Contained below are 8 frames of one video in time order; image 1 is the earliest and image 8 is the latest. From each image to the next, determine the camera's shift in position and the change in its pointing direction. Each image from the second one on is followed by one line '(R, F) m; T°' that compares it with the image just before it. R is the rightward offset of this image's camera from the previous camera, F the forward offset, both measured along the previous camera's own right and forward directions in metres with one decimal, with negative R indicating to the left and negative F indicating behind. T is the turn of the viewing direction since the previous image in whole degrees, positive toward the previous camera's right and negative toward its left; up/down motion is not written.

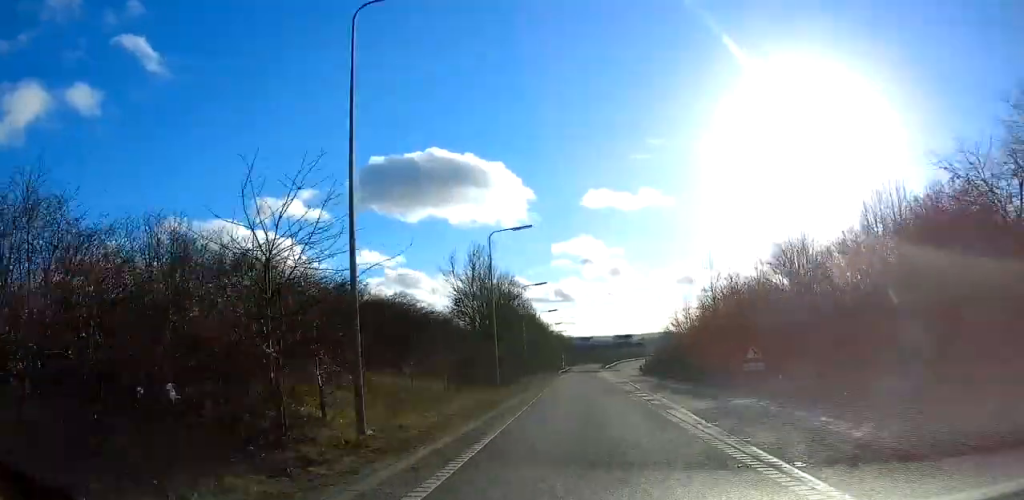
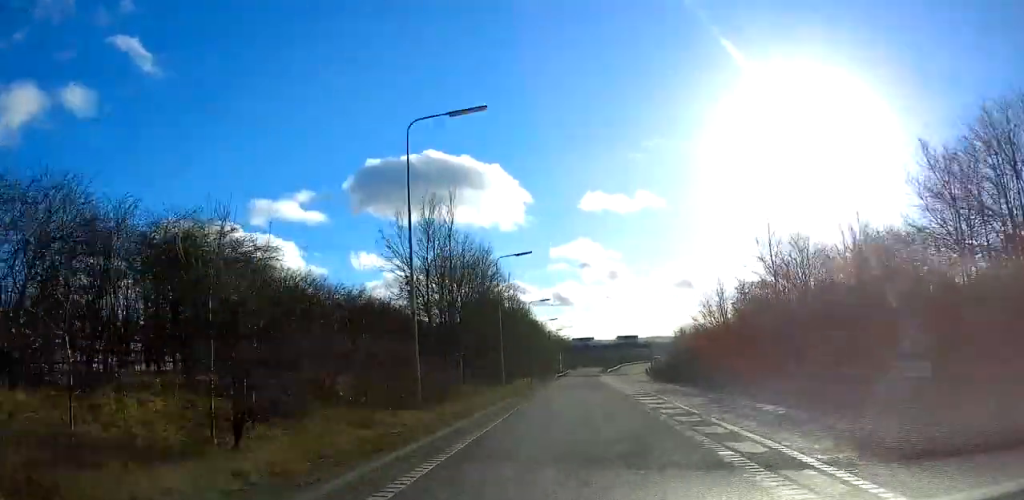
(0.0, +19.6) m; 0°
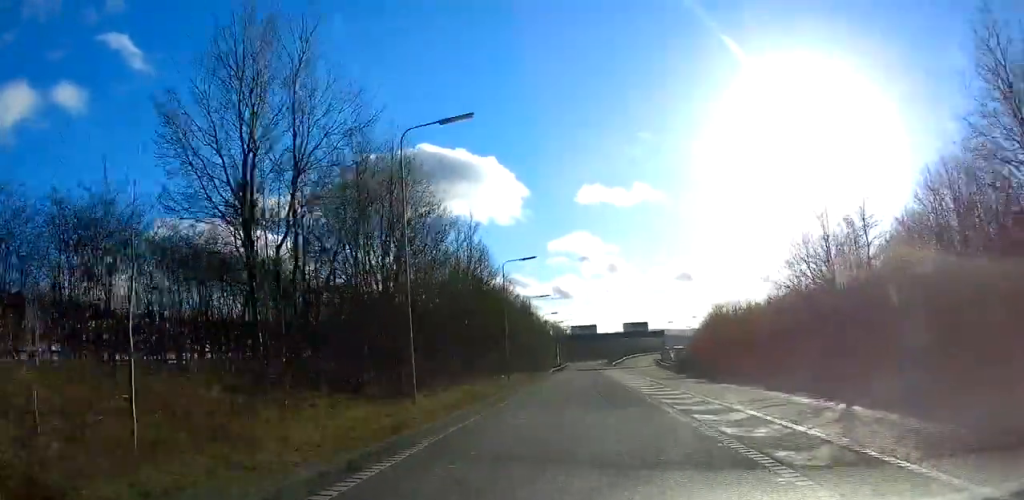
(0.0, +25.8) m; 0°
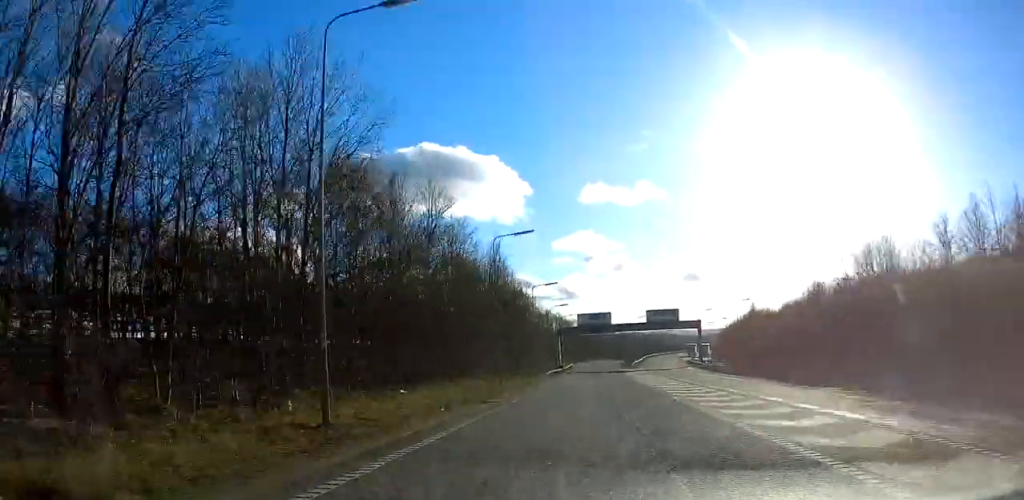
(0.0, +39.1) m; 0°
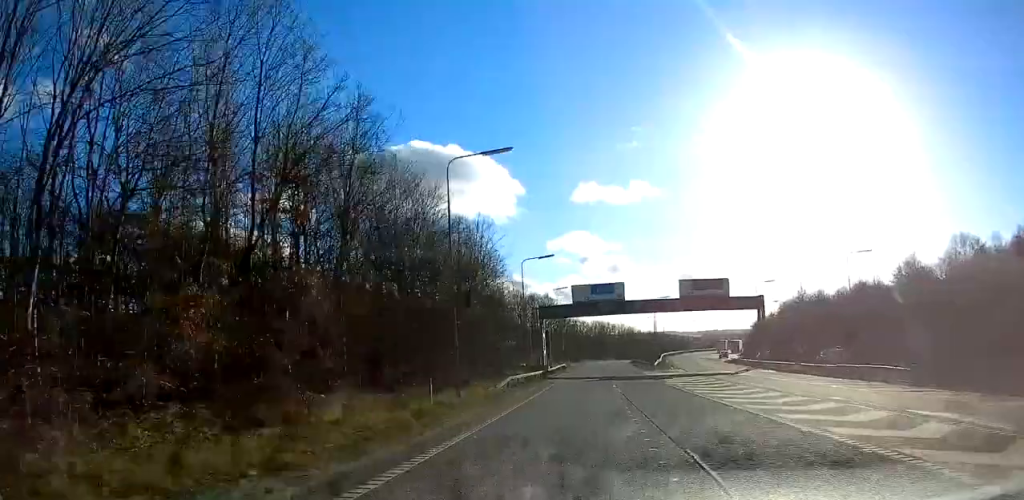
(0.0, +43.6) m; 0°
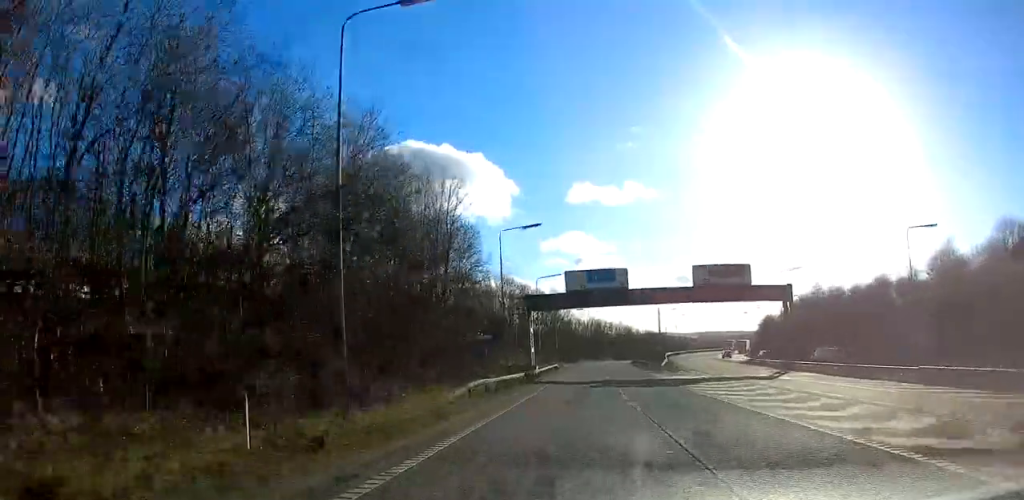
(-0.1, +12.2) m; +1°
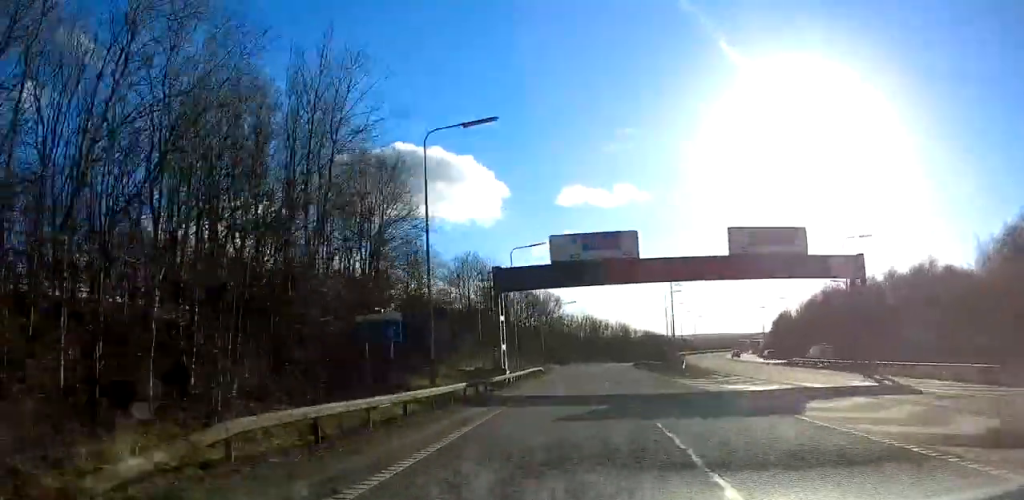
(+0.3, +19.1) m; +1°
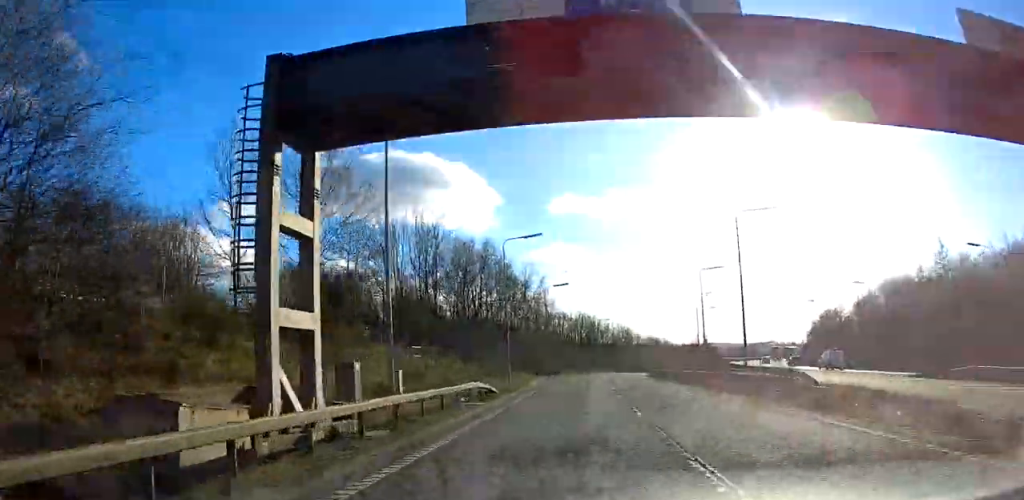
(+0.4, +32.8) m; +1°
